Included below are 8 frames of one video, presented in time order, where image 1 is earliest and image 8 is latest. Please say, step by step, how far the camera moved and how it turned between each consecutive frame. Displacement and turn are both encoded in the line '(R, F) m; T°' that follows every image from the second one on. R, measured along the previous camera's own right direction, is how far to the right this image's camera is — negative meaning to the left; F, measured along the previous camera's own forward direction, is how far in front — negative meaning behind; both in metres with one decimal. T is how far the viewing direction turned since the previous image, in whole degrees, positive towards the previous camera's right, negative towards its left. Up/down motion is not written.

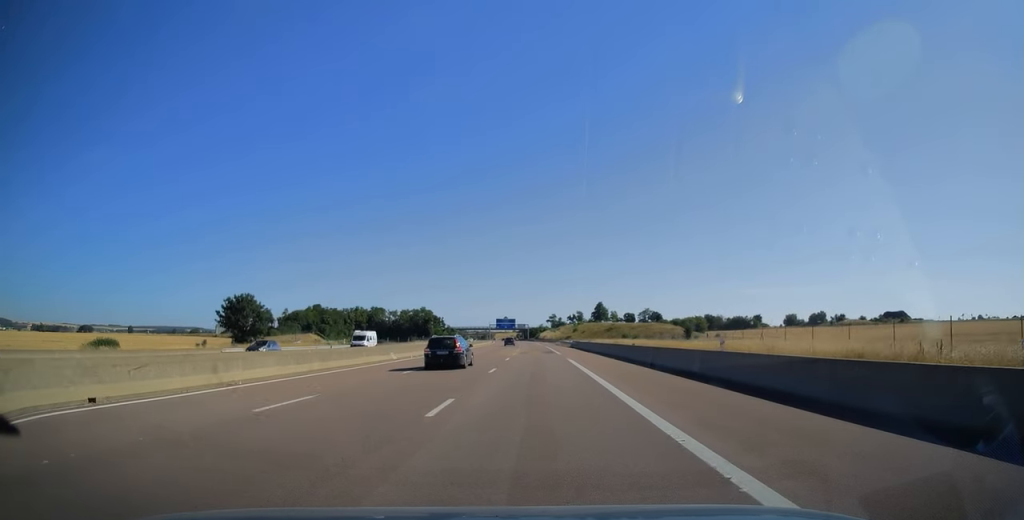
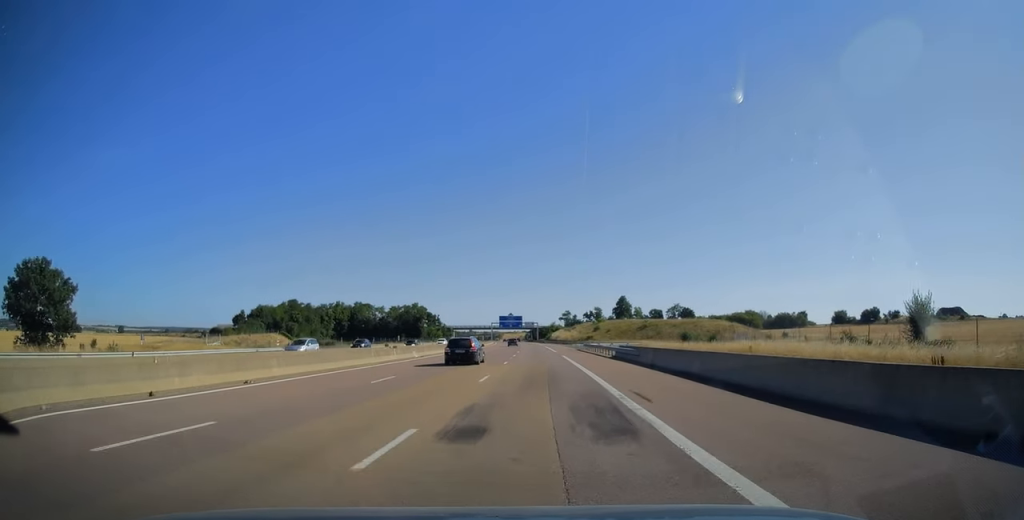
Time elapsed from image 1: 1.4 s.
(-0.4, +44.1) m; -1°
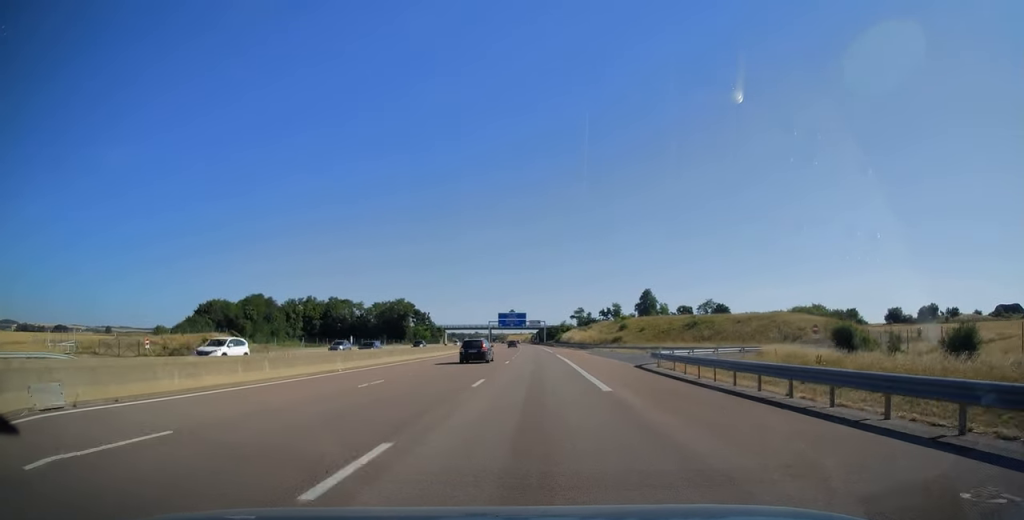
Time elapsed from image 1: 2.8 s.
(-0.3, +40.7) m; -1°
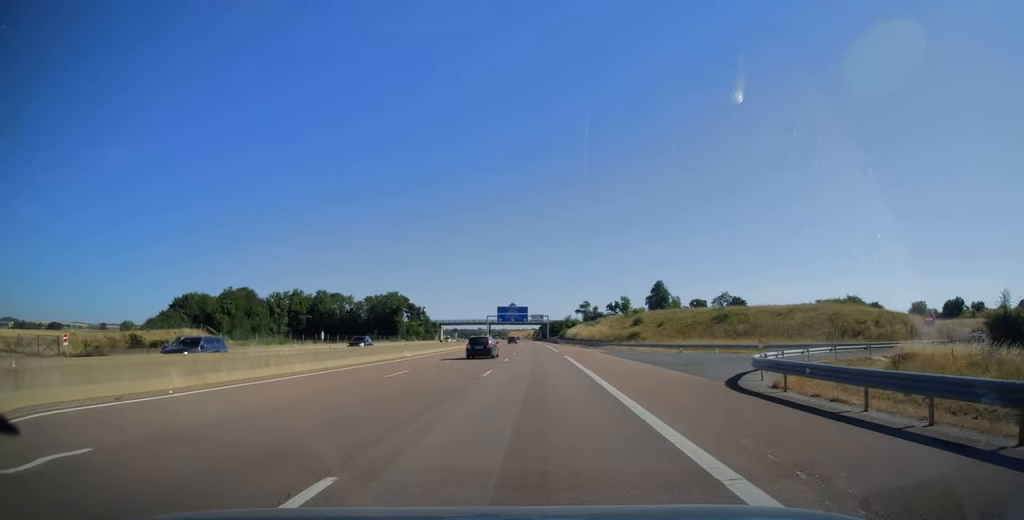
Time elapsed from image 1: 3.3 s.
(-0.1, +15.2) m; 0°
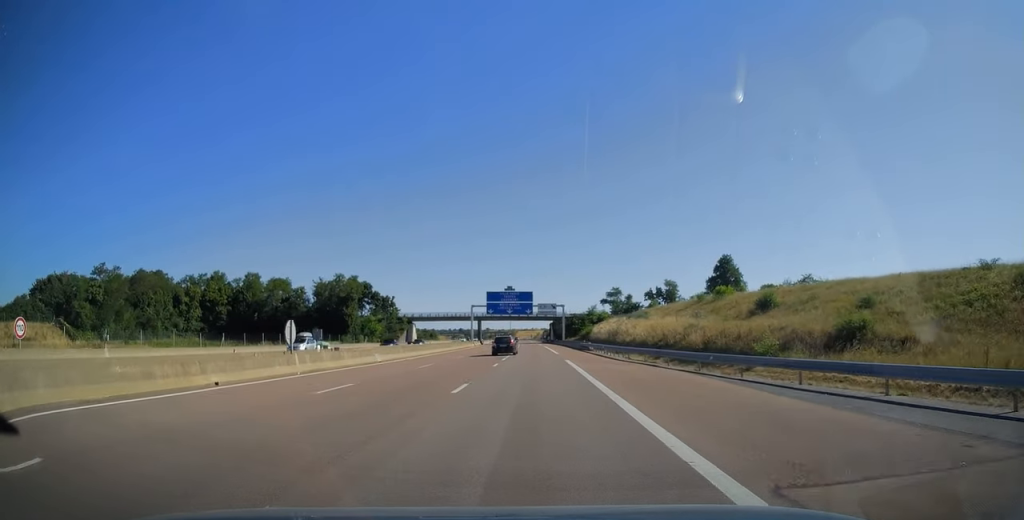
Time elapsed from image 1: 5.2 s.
(-0.5, +58.9) m; -1°
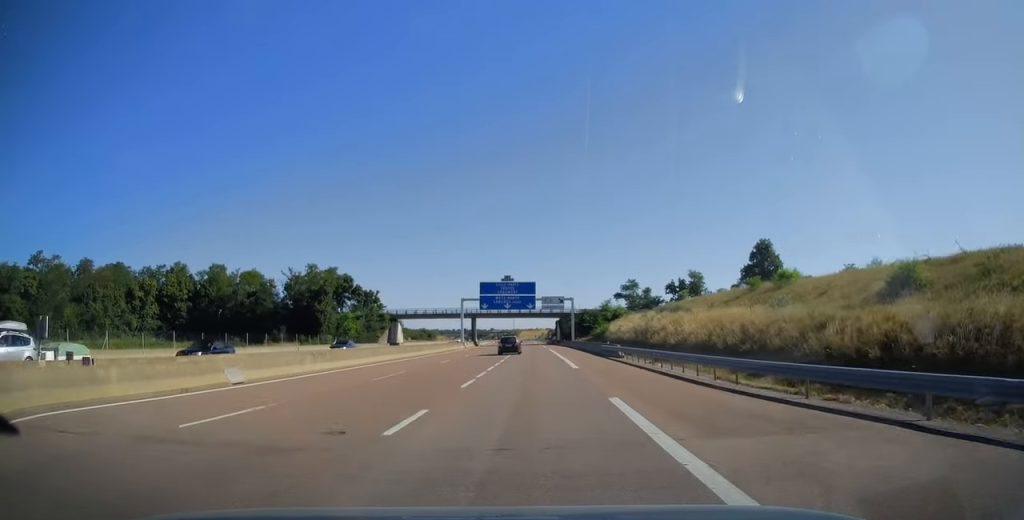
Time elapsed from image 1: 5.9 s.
(0.0, +19.8) m; 0°
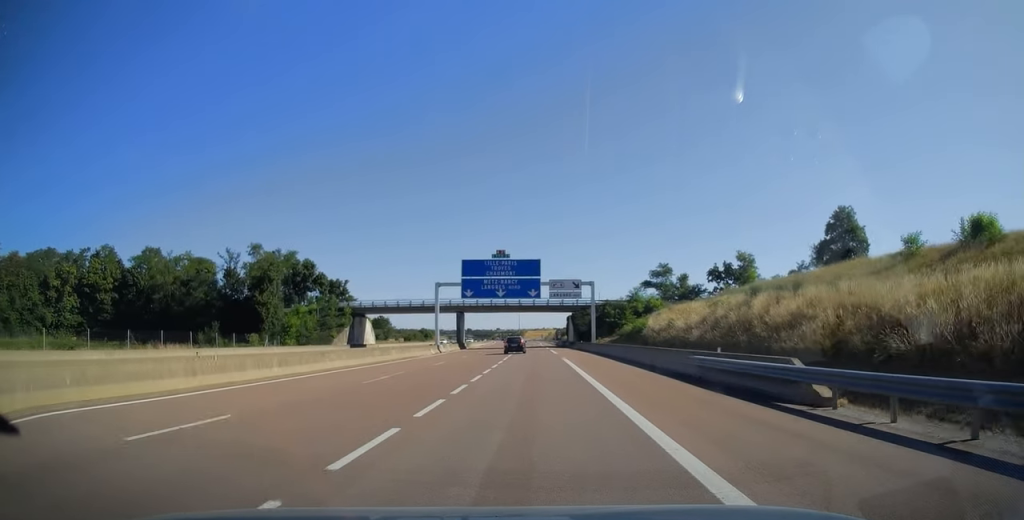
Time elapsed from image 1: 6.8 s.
(-0.1, +28.0) m; -1°
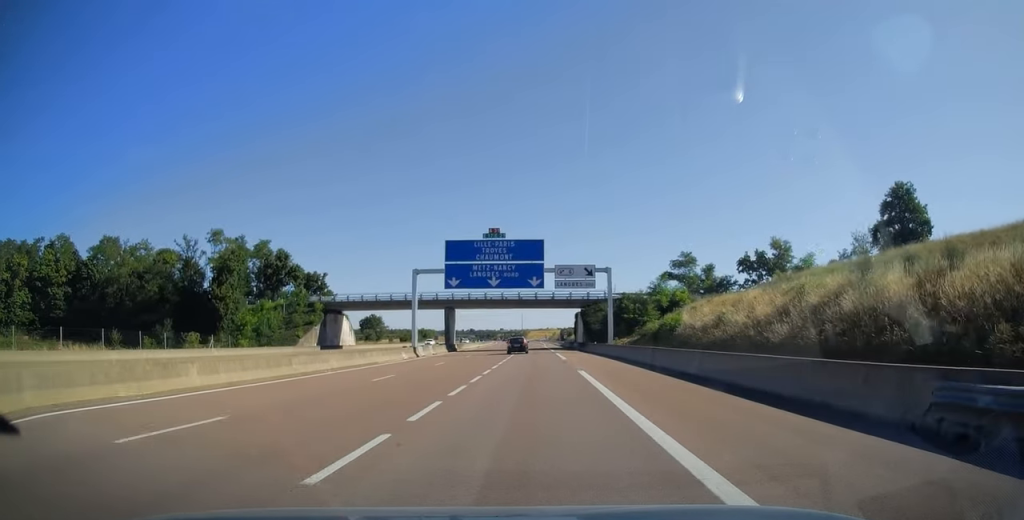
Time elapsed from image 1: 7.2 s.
(0.0, +13.7) m; 0°
